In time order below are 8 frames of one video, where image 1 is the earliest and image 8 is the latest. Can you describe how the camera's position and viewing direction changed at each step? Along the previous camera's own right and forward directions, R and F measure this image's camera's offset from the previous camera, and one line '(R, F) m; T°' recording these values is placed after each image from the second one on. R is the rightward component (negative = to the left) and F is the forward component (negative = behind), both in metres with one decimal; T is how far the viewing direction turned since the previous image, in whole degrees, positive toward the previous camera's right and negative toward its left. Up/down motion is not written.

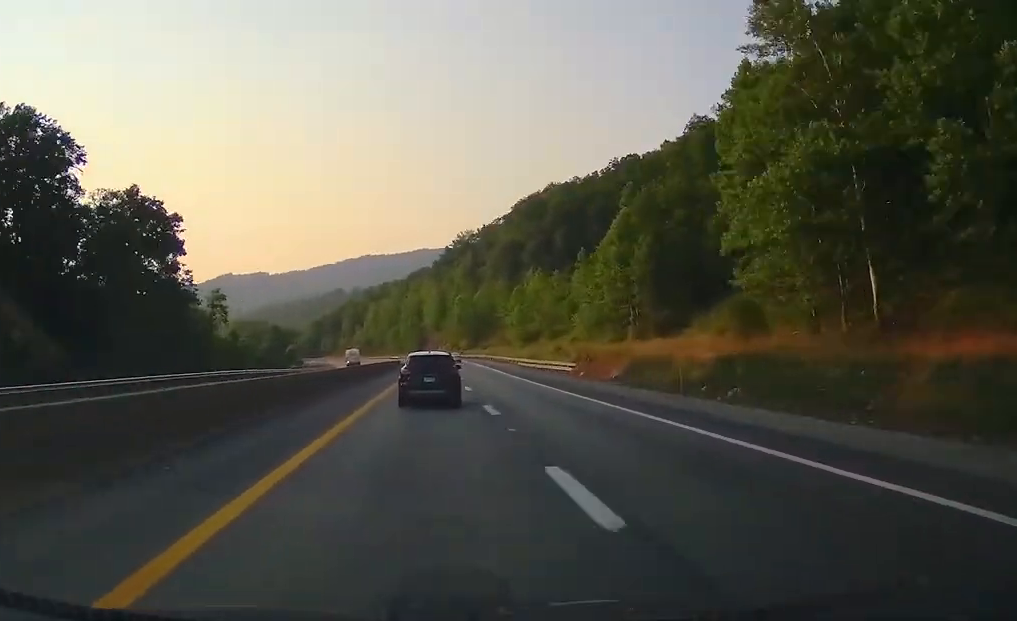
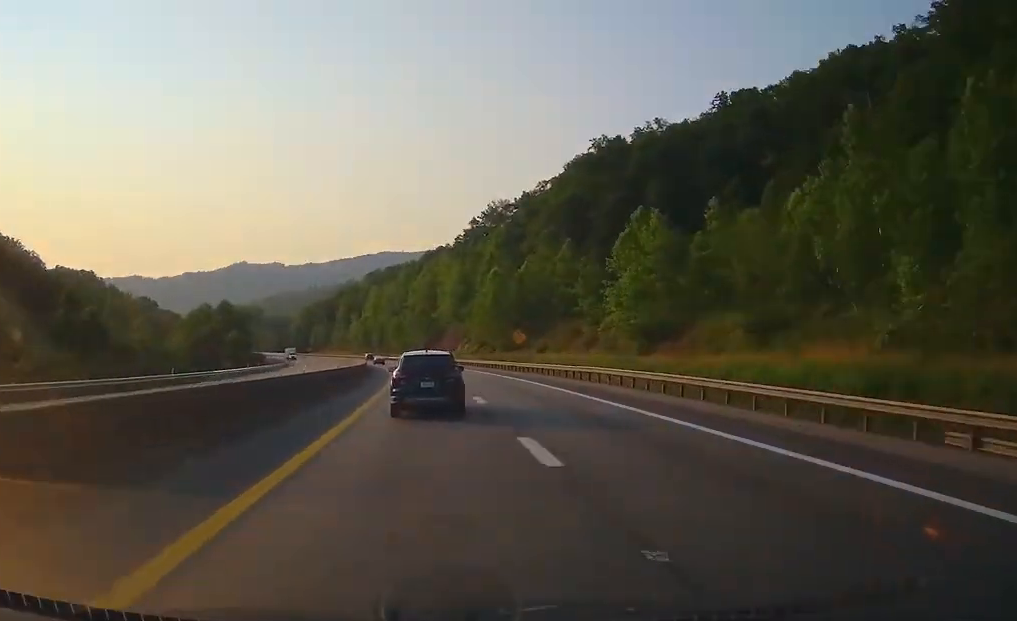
(-0.5, +81.3) m; -4°
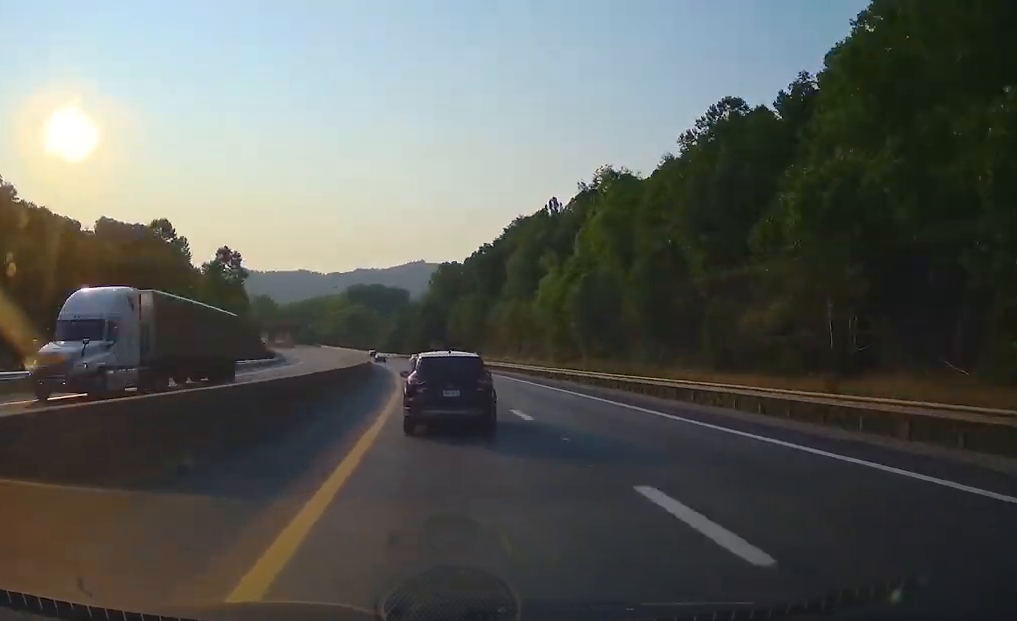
(-28.5, +187.7) m; -14°
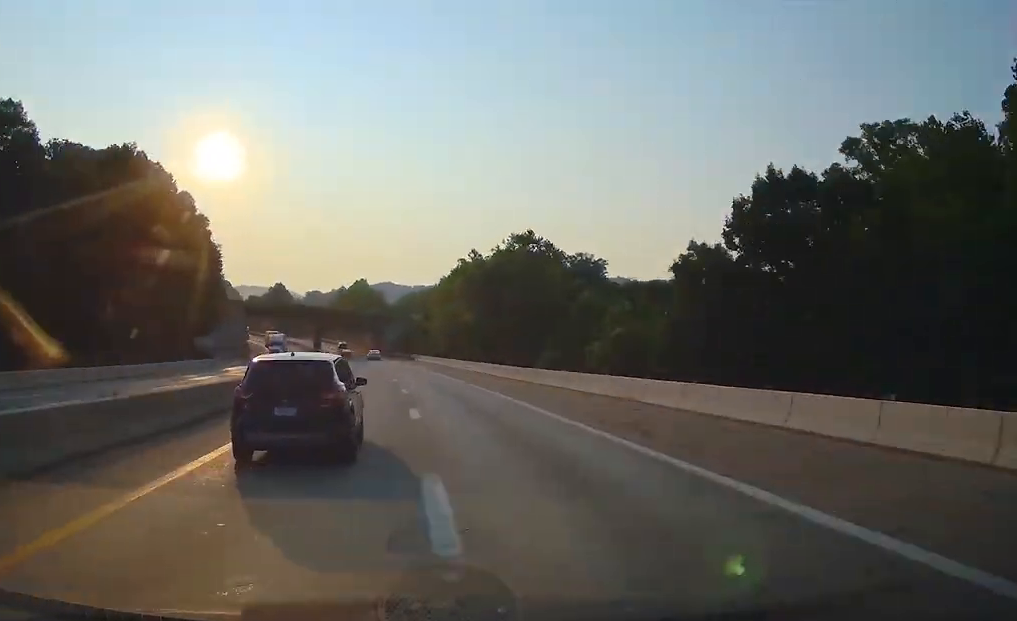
(-13.6, +183.1) m; -12°
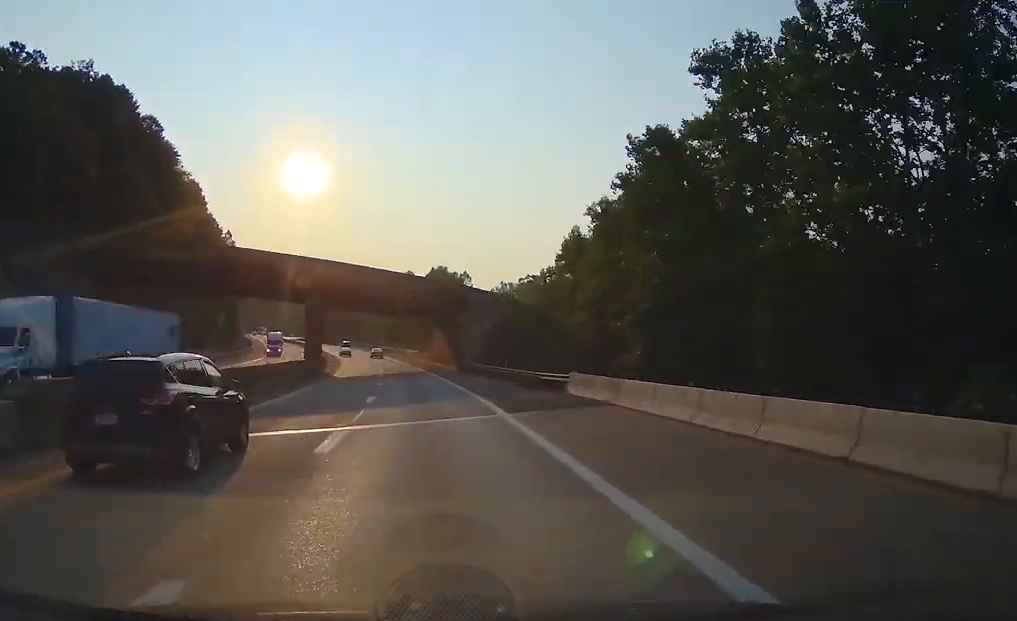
(-4.2, +79.4) m; -8°
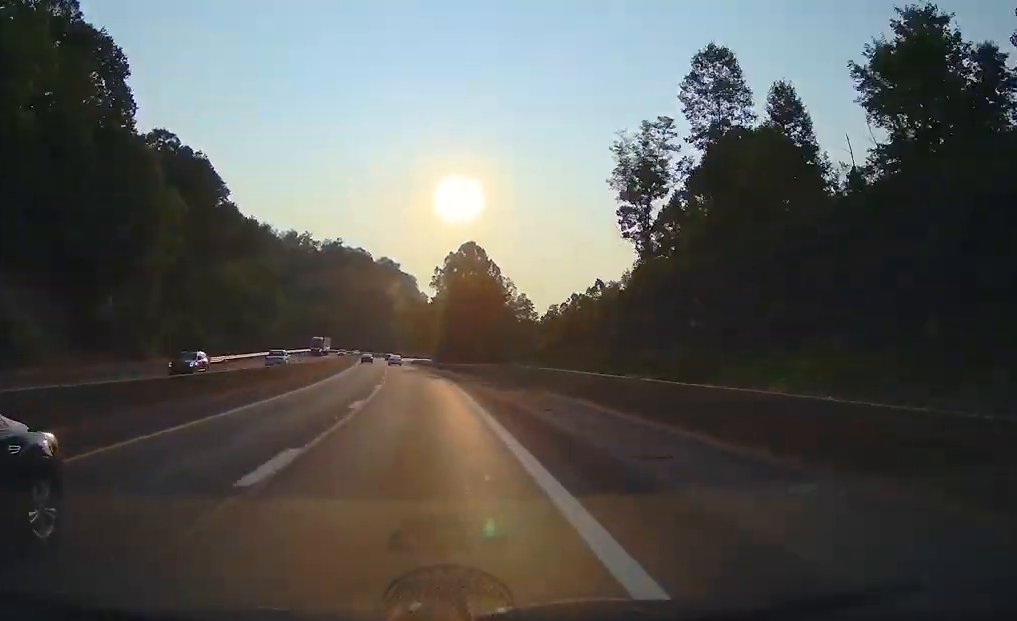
(-15.6, +135.0) m; -10°
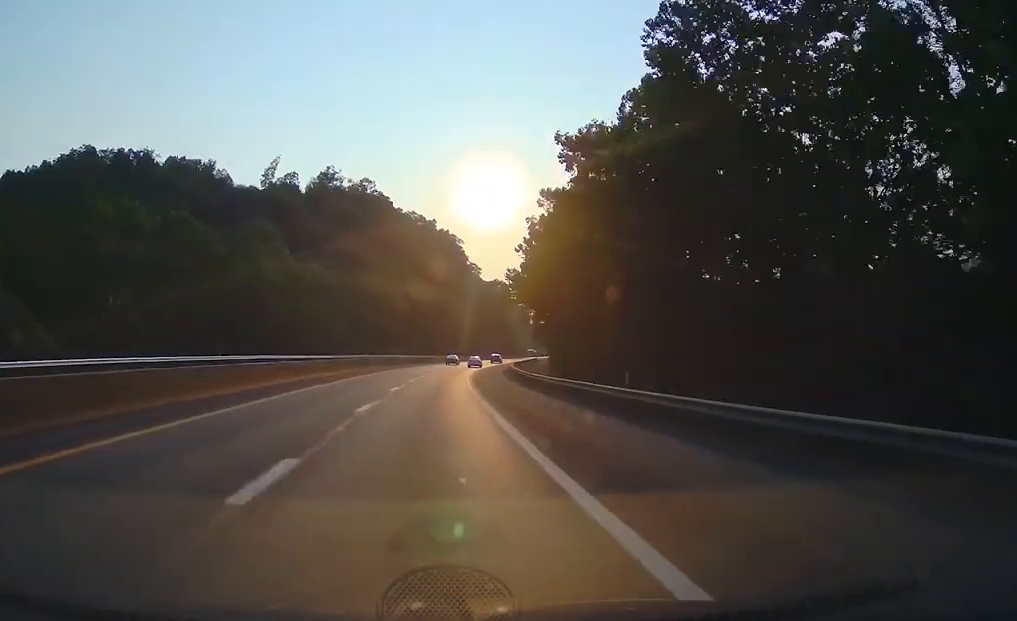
(-3.2, +162.6) m; +3°
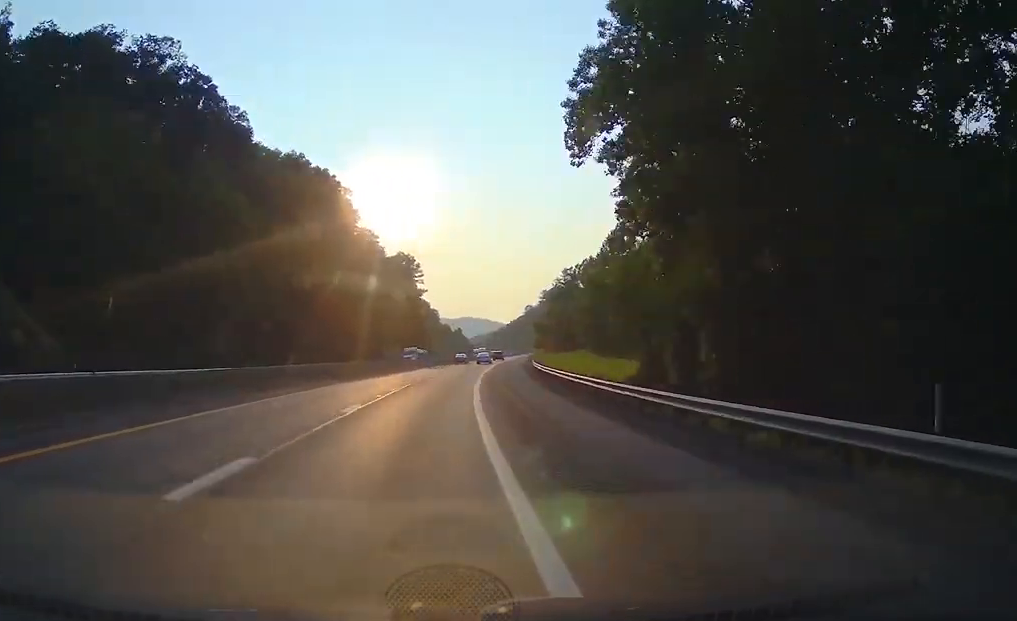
(+5.3, +108.8) m; +7°
